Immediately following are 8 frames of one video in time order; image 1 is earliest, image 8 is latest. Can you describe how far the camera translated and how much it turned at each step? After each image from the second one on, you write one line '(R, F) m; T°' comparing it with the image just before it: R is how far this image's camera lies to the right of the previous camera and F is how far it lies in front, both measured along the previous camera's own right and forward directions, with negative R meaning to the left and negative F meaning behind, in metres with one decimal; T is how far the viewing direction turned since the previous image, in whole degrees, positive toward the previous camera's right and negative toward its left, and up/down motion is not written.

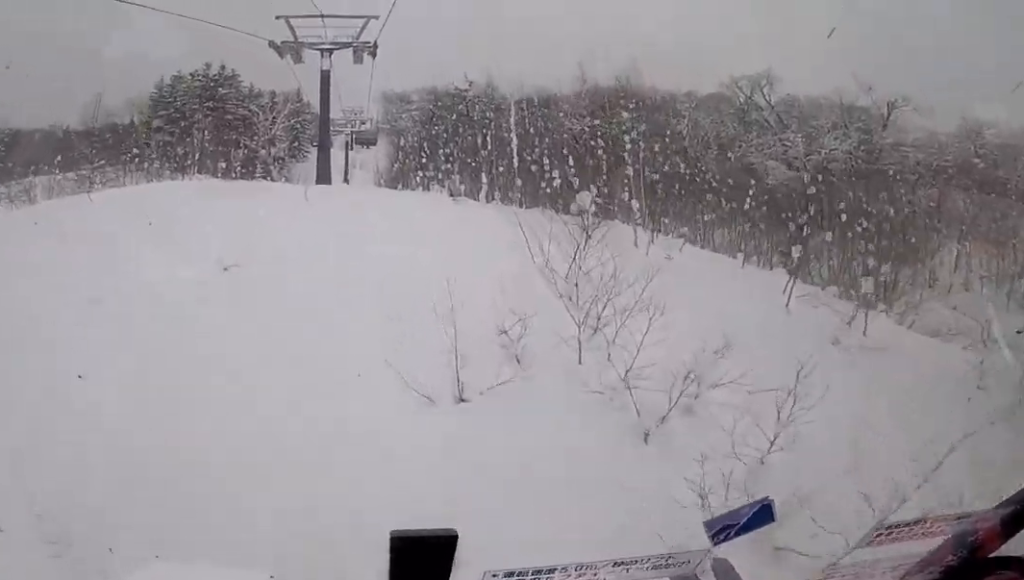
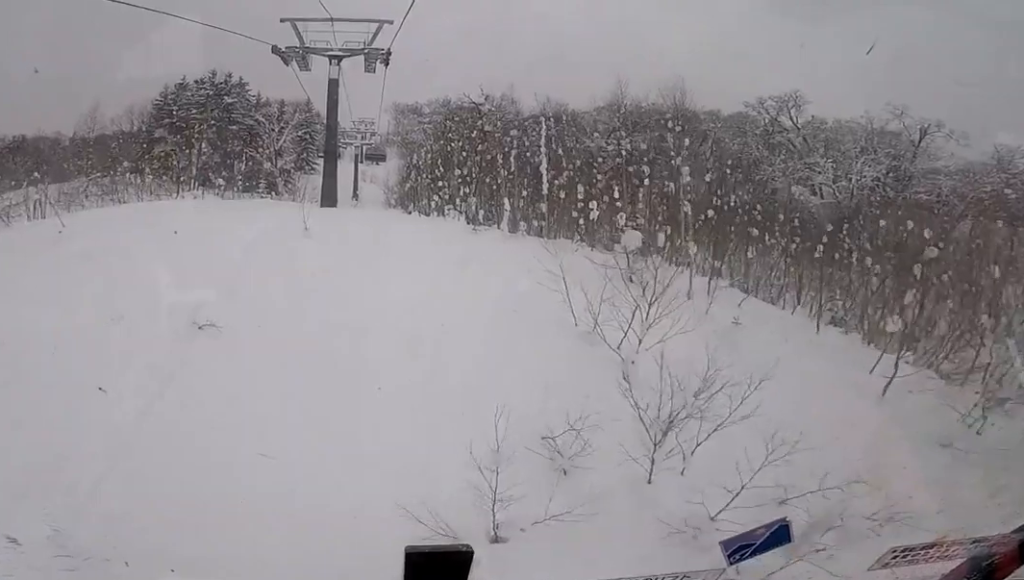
(-0.1, +2.1) m; -3°
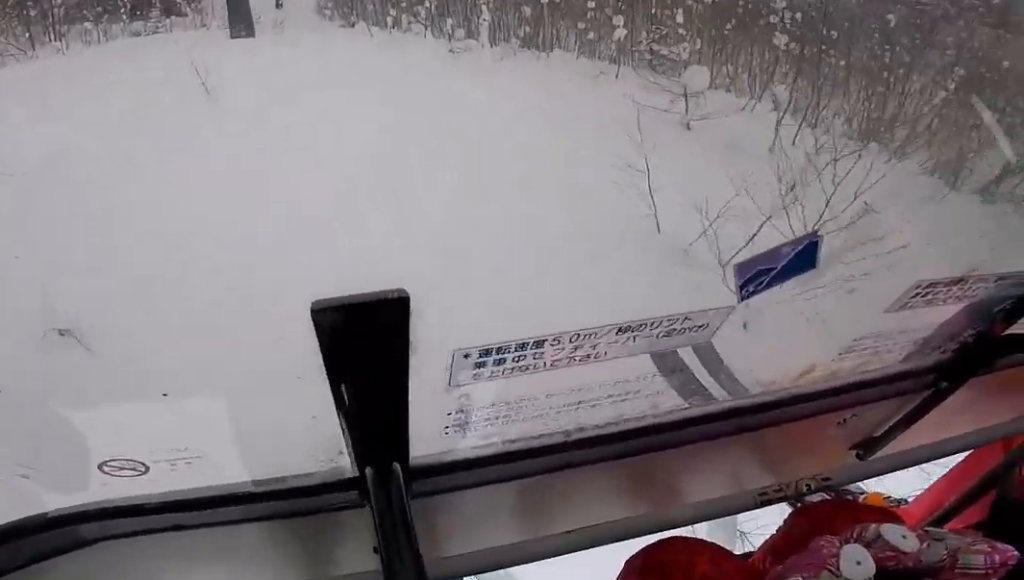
(-0.4, +3.9) m; -4°
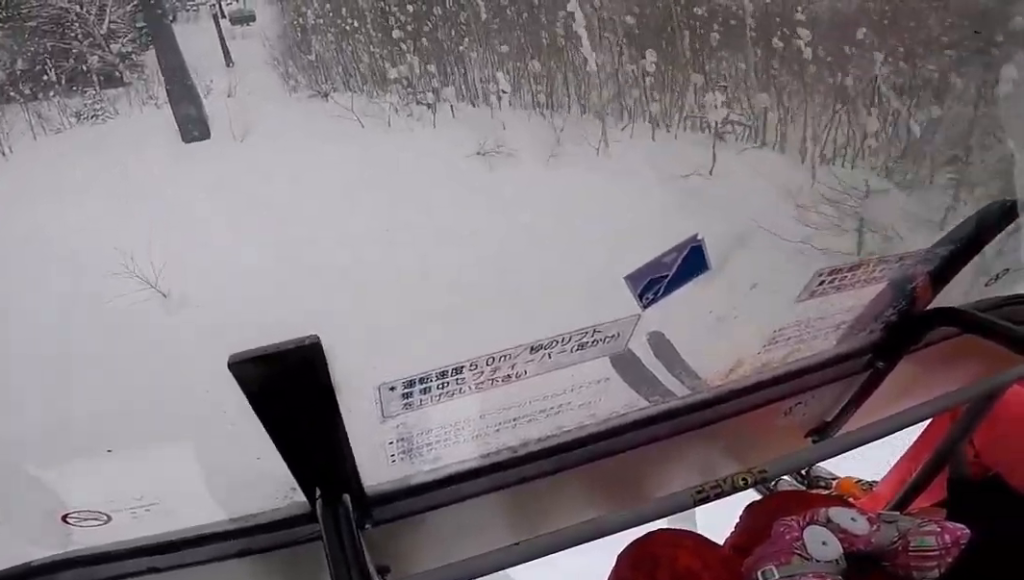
(+0.1, +4.1) m; +7°
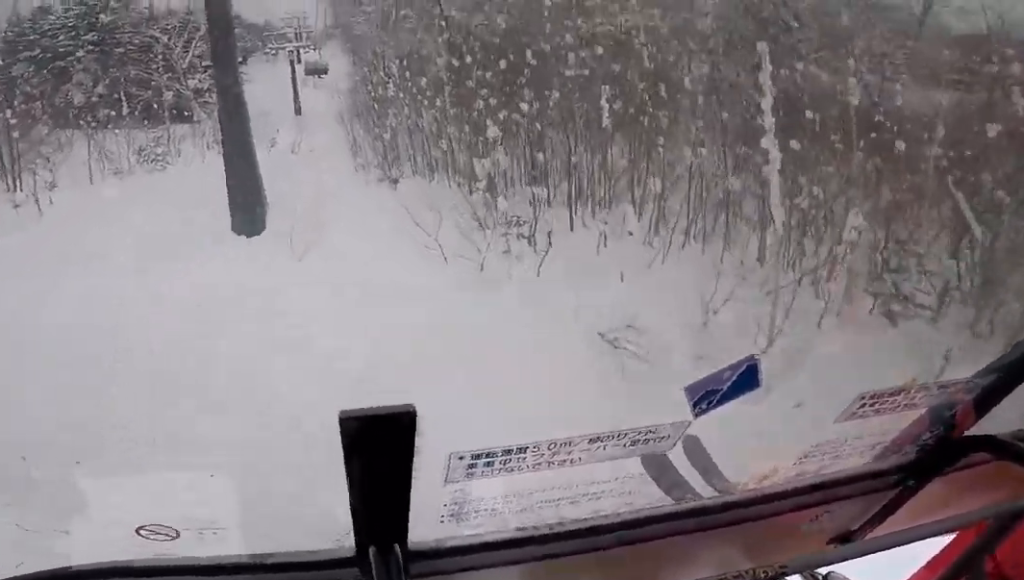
(+0.5, +3.1) m; 0°
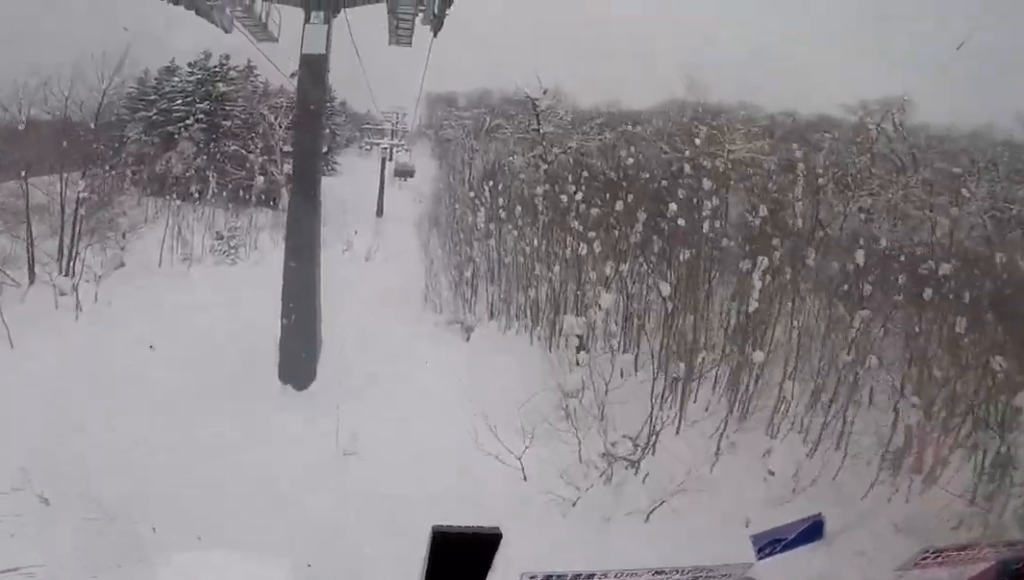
(-0.2, +2.4) m; -4°
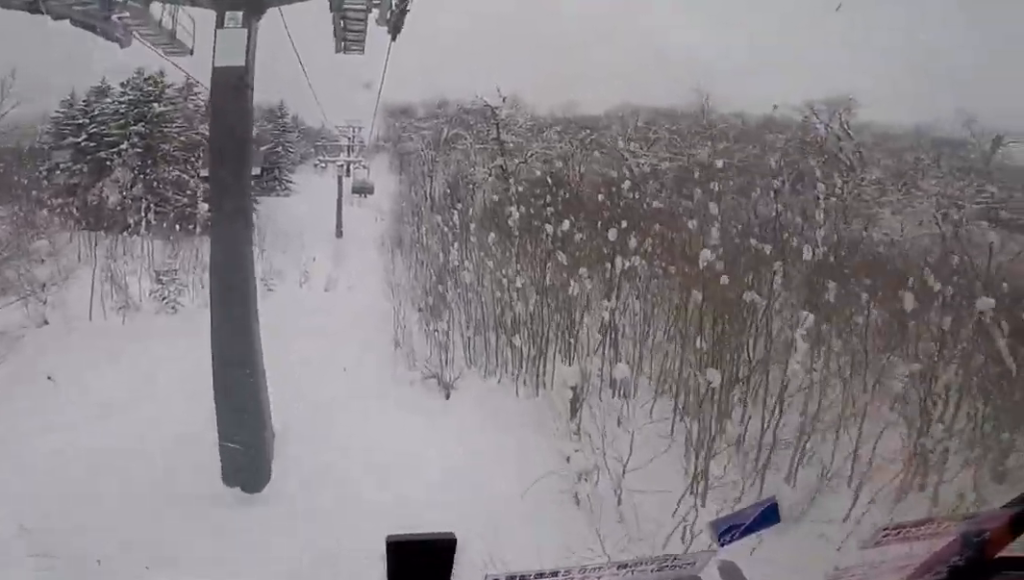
(-0.2, +2.2) m; -4°
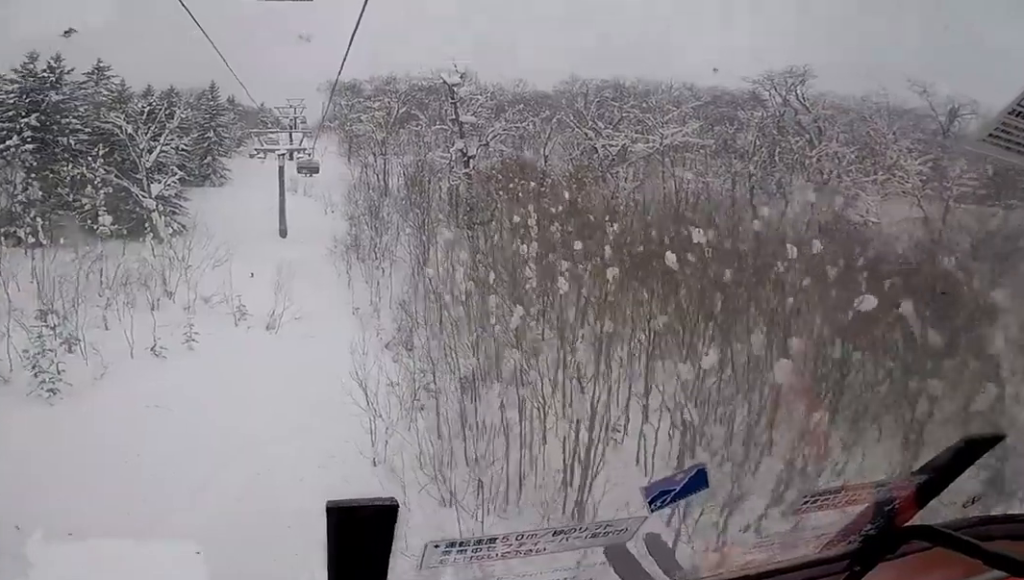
(+0.5, +6.3) m; +8°
